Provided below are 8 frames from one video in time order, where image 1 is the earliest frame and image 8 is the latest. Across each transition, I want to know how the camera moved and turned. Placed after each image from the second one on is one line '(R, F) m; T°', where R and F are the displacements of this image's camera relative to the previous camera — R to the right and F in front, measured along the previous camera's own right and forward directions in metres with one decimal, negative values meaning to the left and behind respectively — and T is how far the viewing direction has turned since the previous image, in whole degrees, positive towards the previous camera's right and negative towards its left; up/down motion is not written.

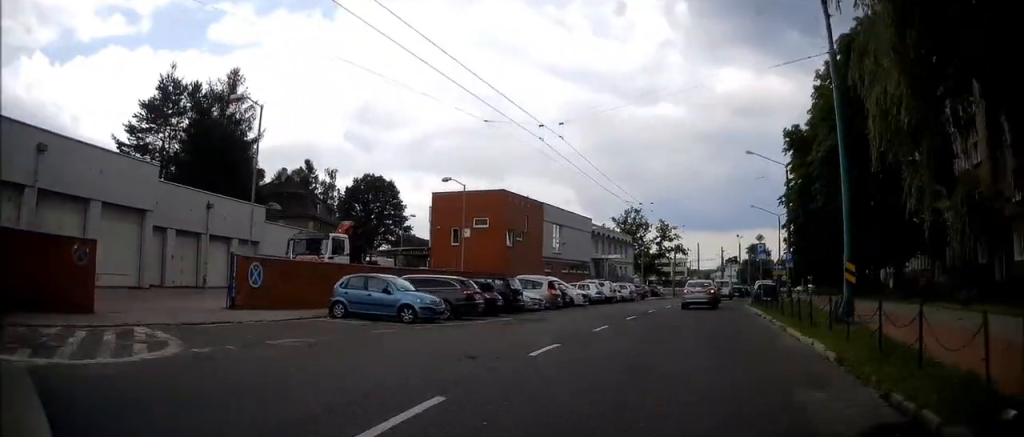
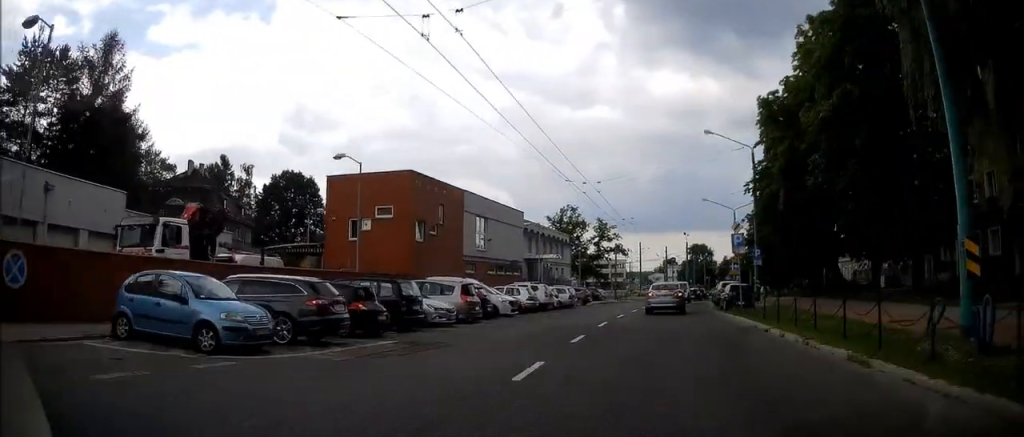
(+0.4, +7.5) m; +7°
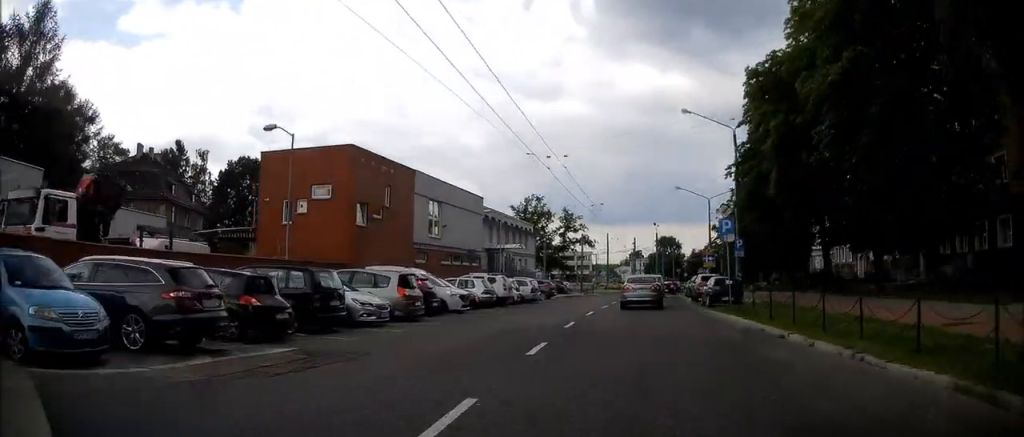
(+0.2, +3.7) m; +3°
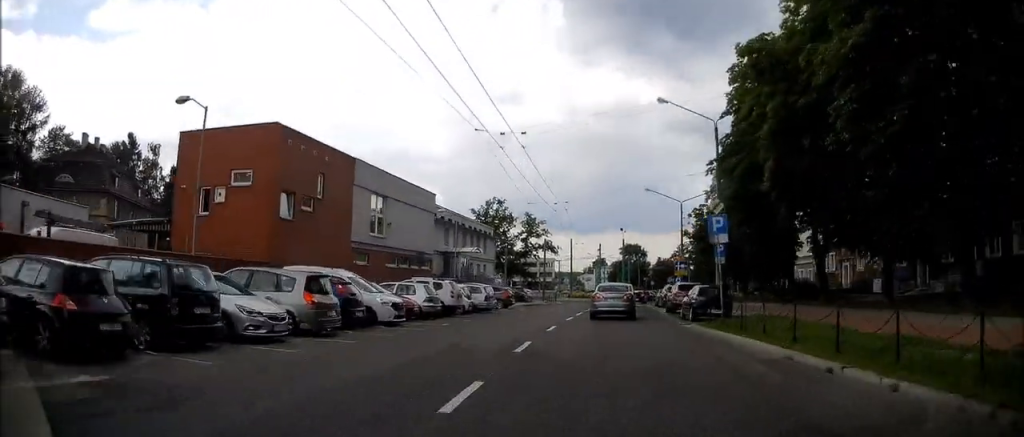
(+0.1, +4.2) m; +3°
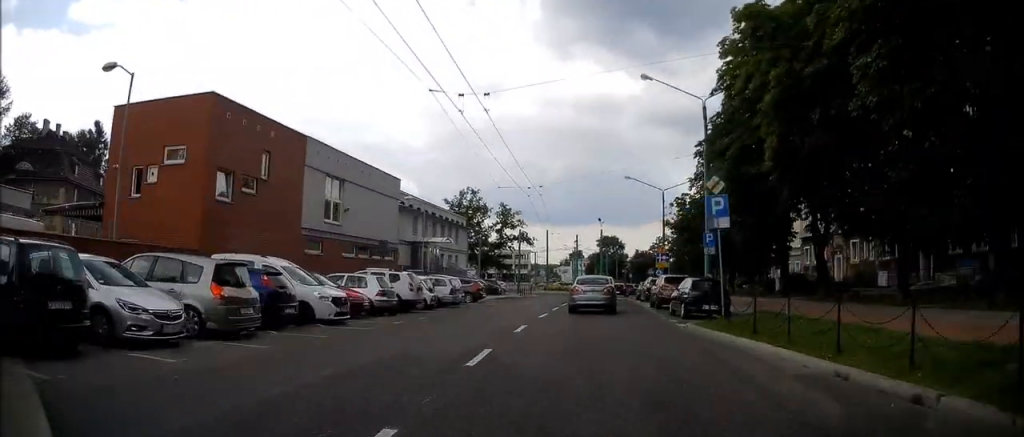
(+0.1, +3.1) m; +1°
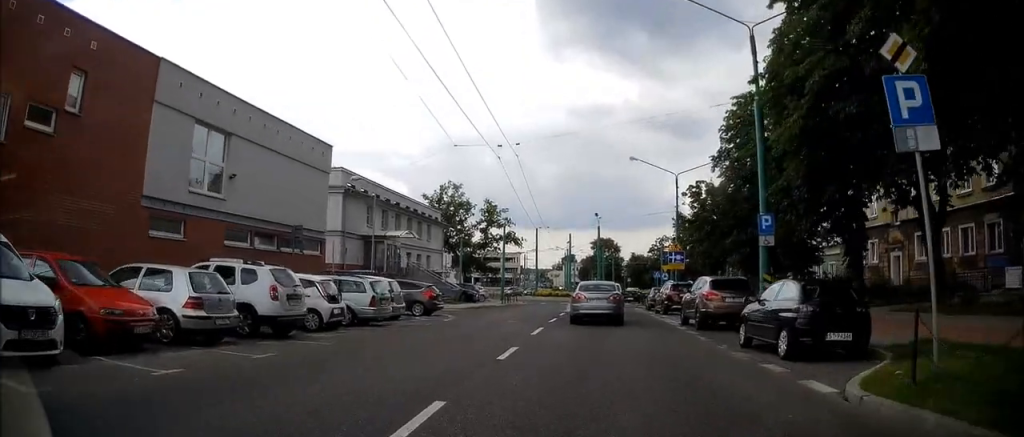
(+0.4, +10.8) m; +5°
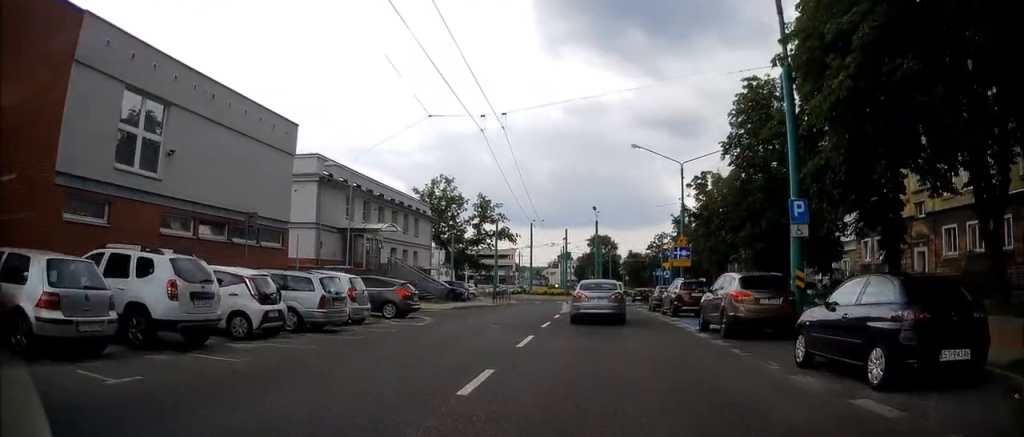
(+0.1, +3.4) m; 0°
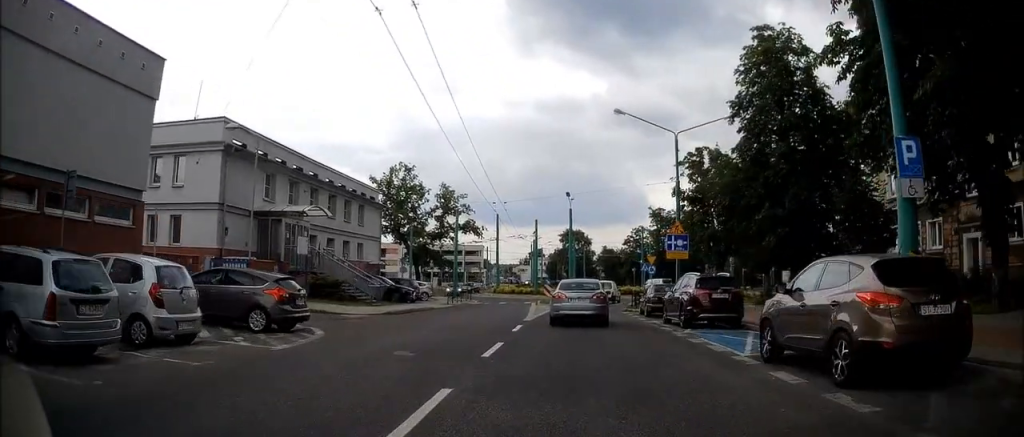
(-0.2, +7.2) m; -3°
